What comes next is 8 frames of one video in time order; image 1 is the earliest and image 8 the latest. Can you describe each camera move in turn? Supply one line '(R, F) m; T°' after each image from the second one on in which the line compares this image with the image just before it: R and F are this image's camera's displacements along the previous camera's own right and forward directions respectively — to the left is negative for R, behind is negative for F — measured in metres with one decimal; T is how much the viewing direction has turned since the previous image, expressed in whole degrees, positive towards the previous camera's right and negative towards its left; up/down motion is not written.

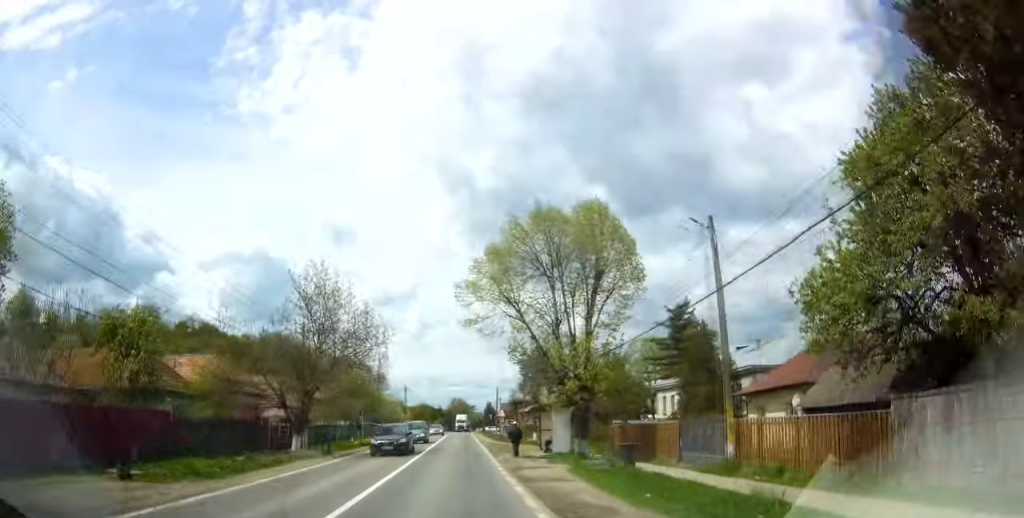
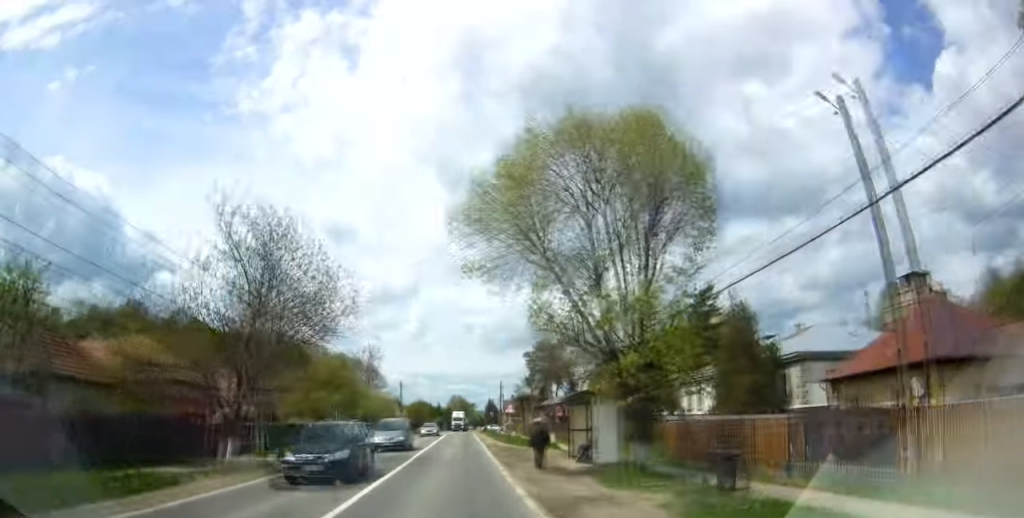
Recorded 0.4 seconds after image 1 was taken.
(-0.3, +9.0) m; -1°
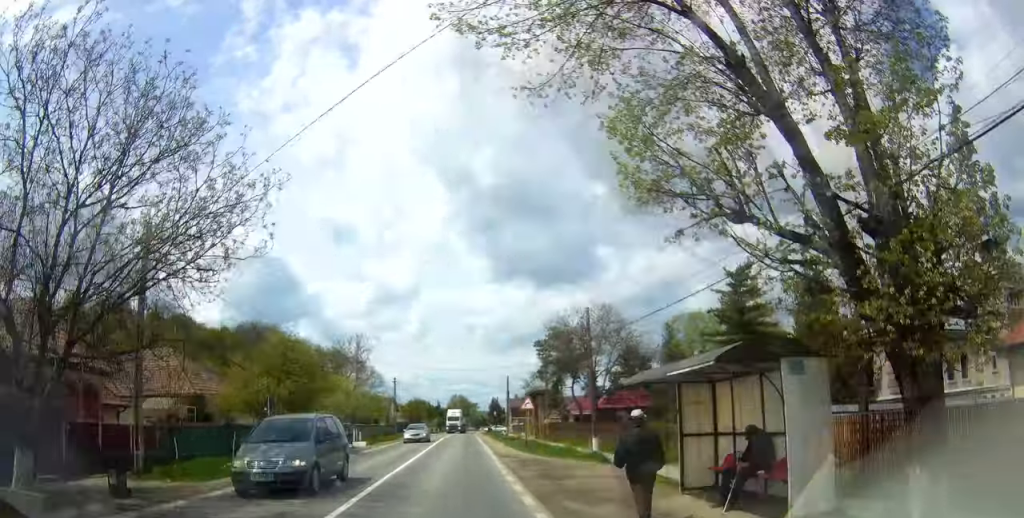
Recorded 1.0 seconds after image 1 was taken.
(+0.3, +11.5) m; +1°
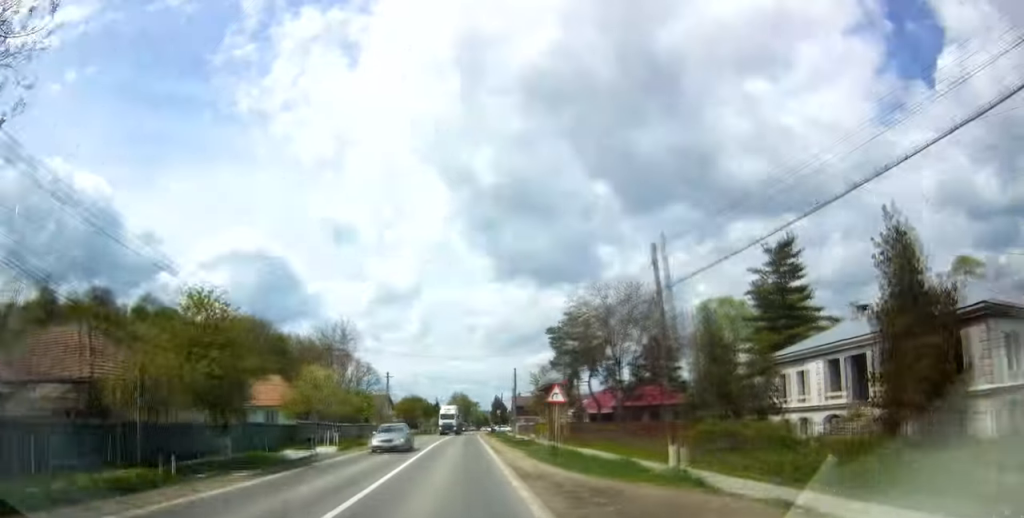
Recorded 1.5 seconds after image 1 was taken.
(+0.1, +9.9) m; +1°
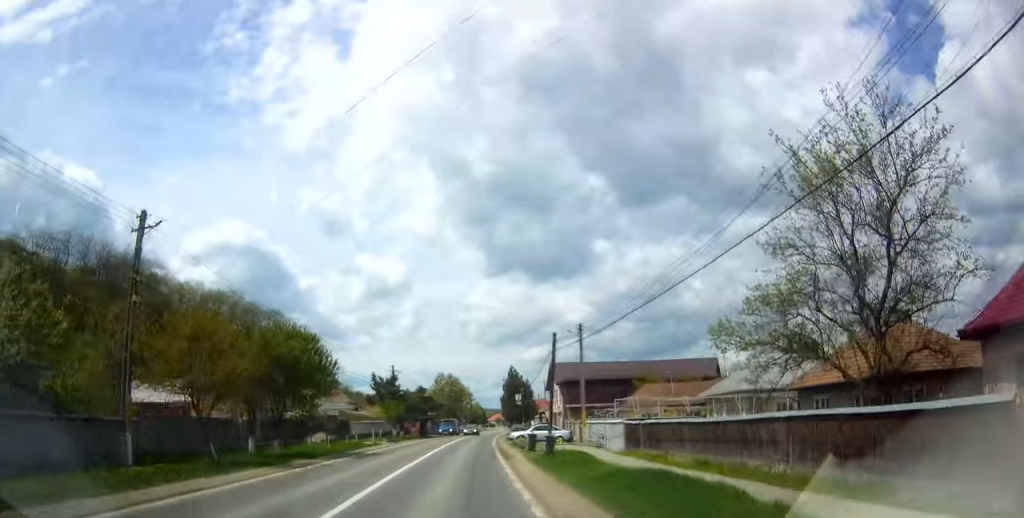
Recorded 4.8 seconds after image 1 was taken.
(+0.7, +68.9) m; +1°
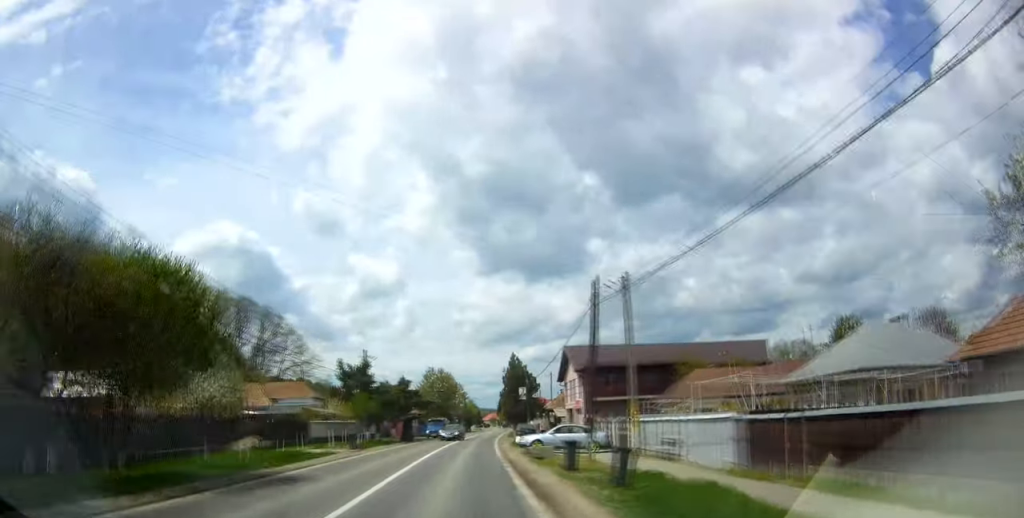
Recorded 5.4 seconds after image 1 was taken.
(0.0, +12.9) m; 0°
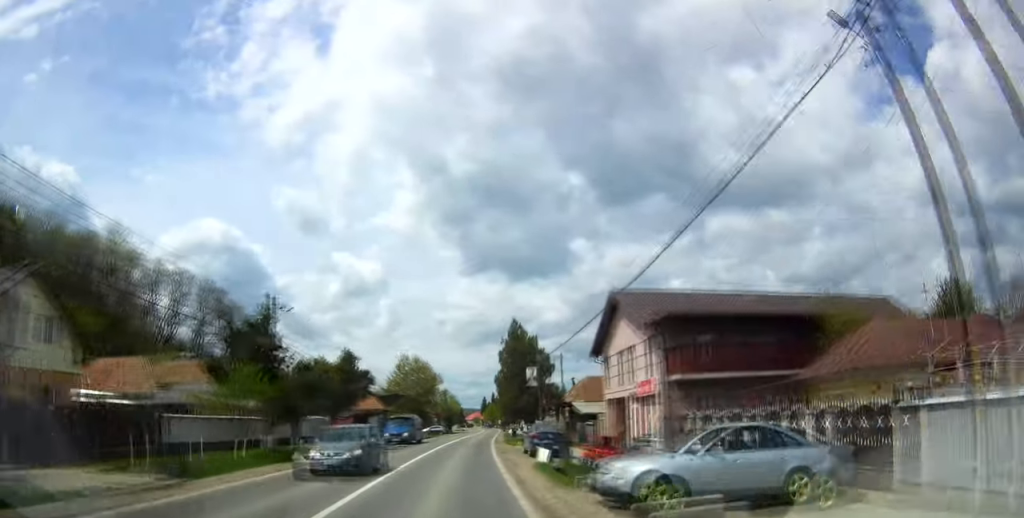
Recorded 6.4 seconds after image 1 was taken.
(0.0, +20.5) m; 0°
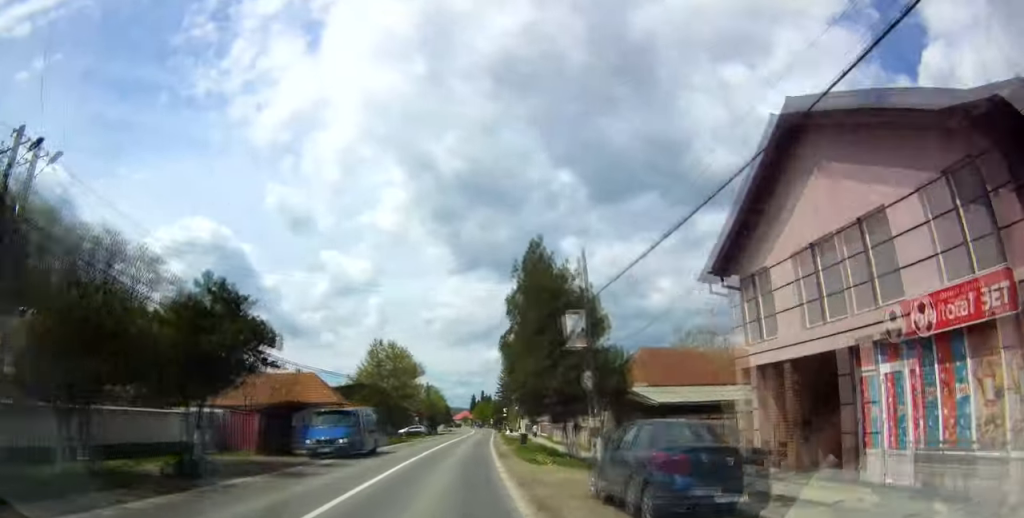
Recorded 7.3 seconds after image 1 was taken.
(0.0, +18.2) m; 0°
